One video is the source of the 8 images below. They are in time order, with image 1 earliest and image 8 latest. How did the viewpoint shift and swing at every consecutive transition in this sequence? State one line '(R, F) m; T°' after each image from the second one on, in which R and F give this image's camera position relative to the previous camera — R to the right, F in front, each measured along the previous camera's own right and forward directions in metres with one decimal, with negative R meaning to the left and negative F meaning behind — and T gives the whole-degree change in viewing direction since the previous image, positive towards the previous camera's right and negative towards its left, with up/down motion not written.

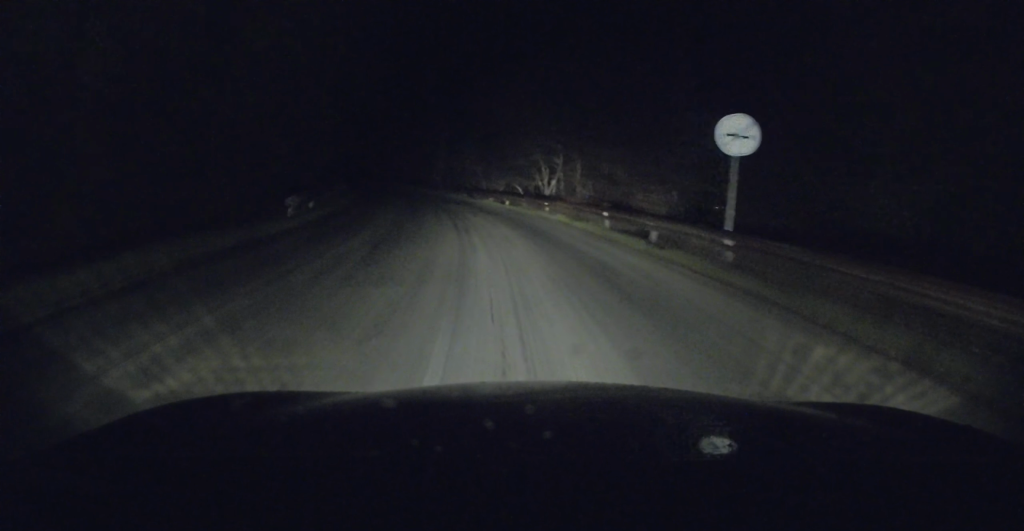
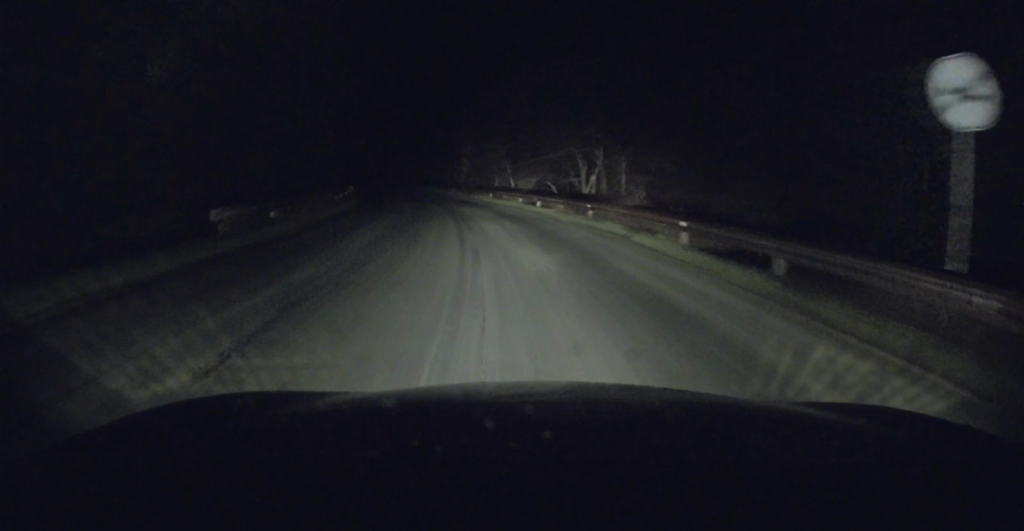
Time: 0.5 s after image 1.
(+0.2, +5.5) m; -2°
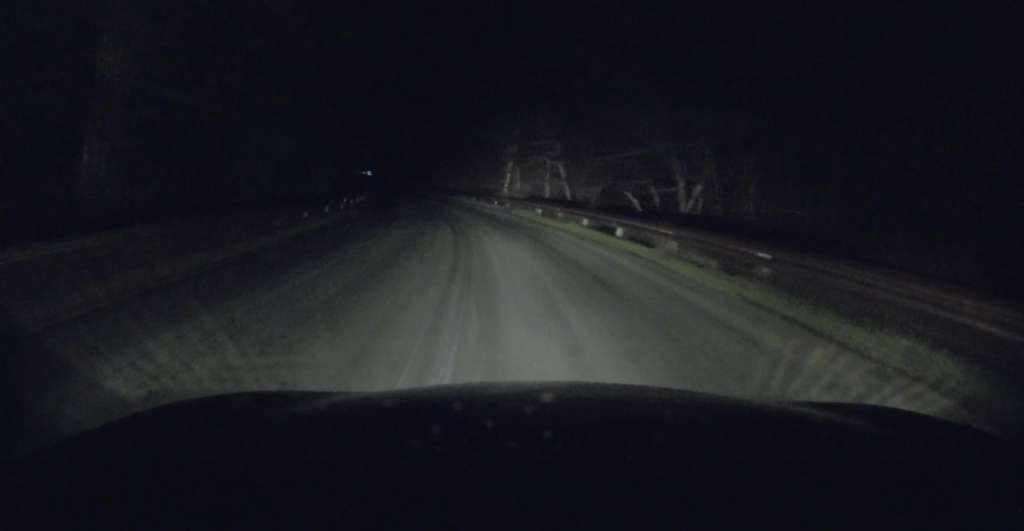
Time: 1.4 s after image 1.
(-0.7, +11.0) m; -7°
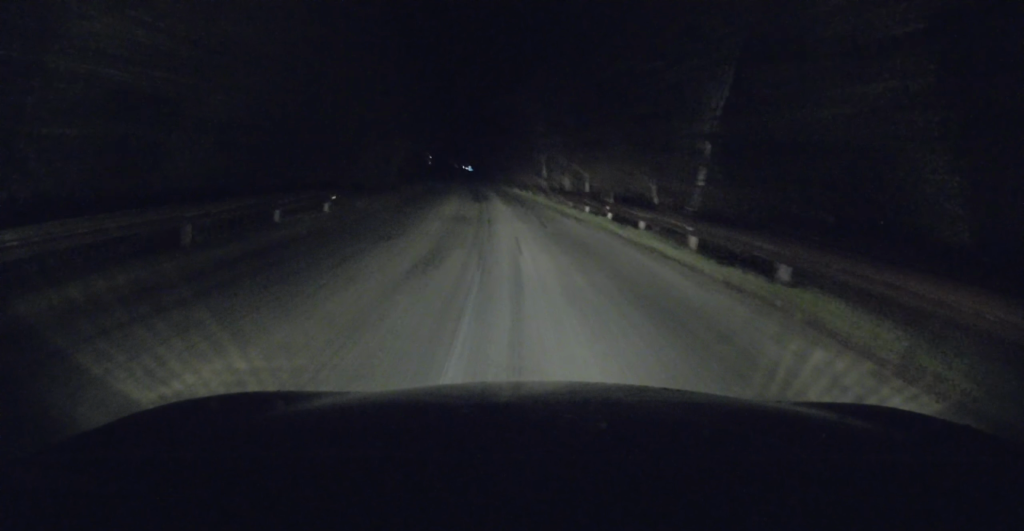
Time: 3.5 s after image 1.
(-2.5, +26.0) m; -10°
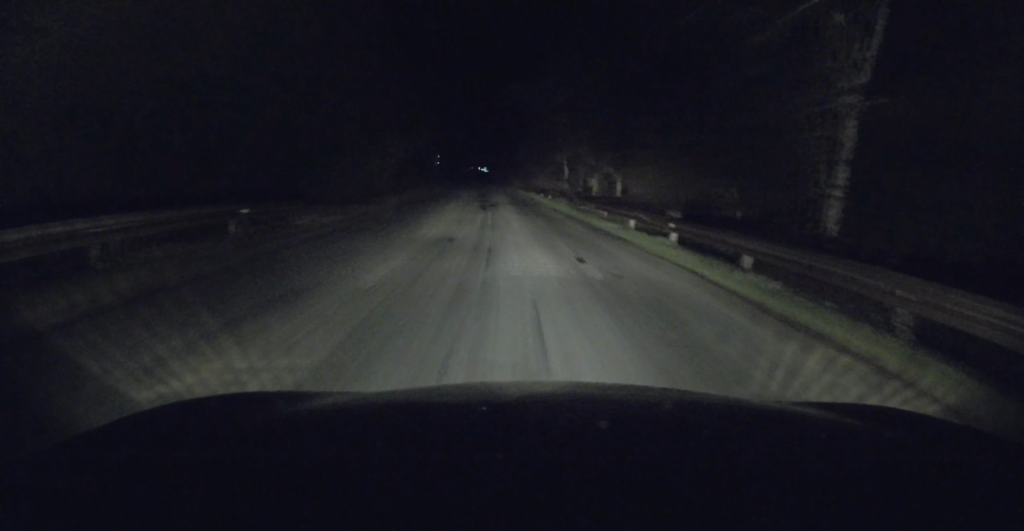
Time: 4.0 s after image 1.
(-0.2, +6.3) m; -1°
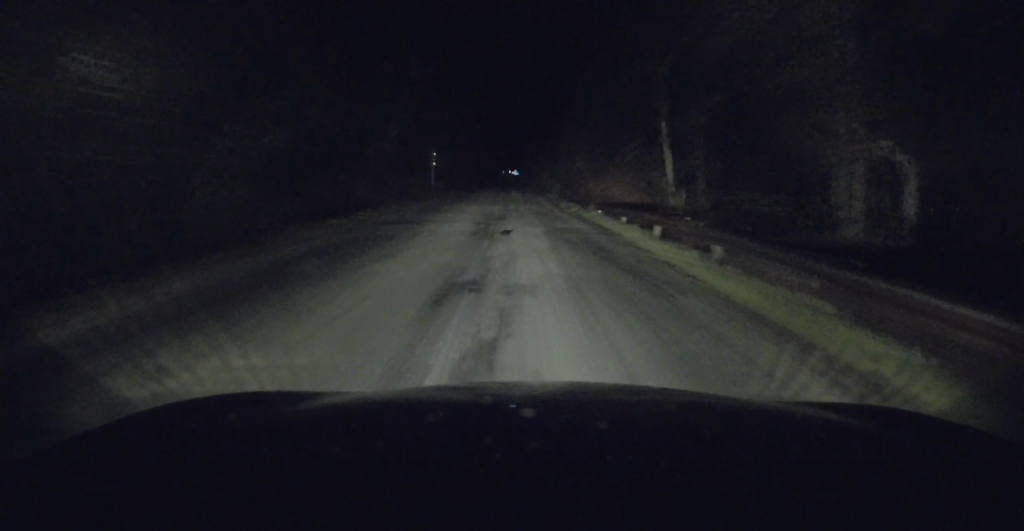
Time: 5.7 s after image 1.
(-0.5, +21.9) m; -2°
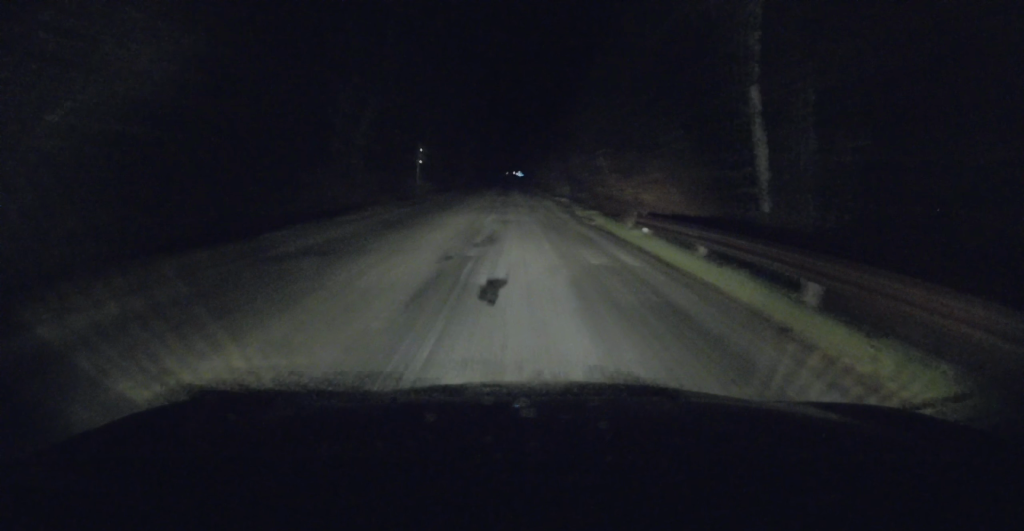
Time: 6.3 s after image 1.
(-0.2, +7.0) m; 0°
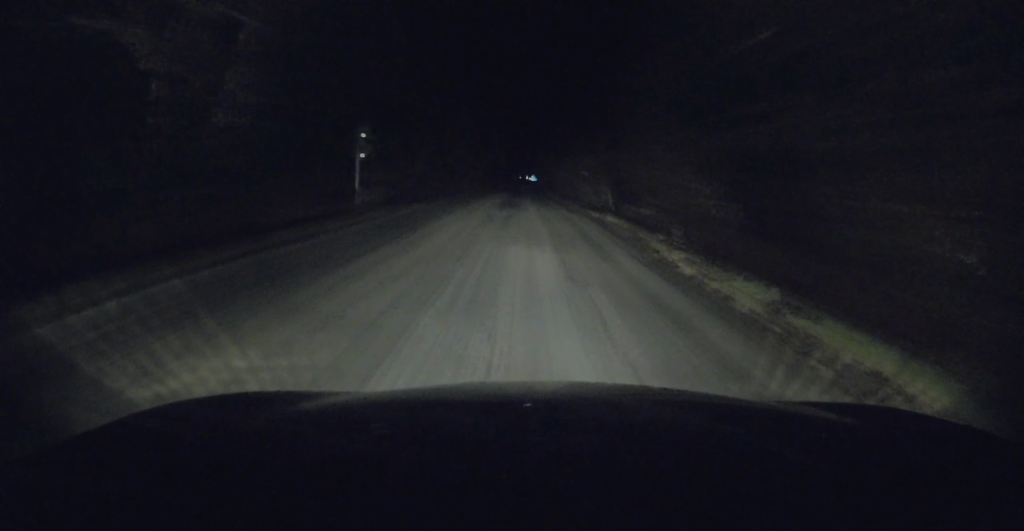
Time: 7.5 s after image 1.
(+0.1, +14.4) m; +2°
